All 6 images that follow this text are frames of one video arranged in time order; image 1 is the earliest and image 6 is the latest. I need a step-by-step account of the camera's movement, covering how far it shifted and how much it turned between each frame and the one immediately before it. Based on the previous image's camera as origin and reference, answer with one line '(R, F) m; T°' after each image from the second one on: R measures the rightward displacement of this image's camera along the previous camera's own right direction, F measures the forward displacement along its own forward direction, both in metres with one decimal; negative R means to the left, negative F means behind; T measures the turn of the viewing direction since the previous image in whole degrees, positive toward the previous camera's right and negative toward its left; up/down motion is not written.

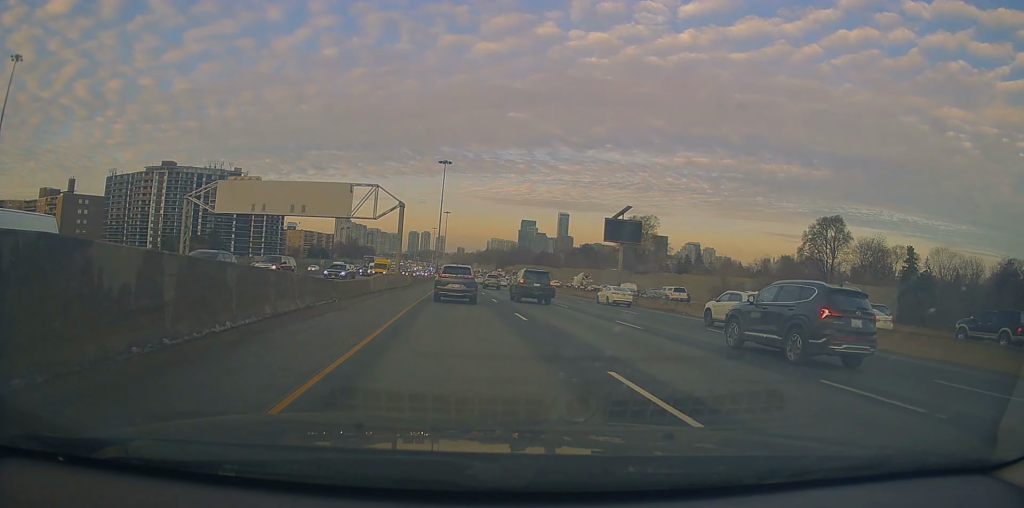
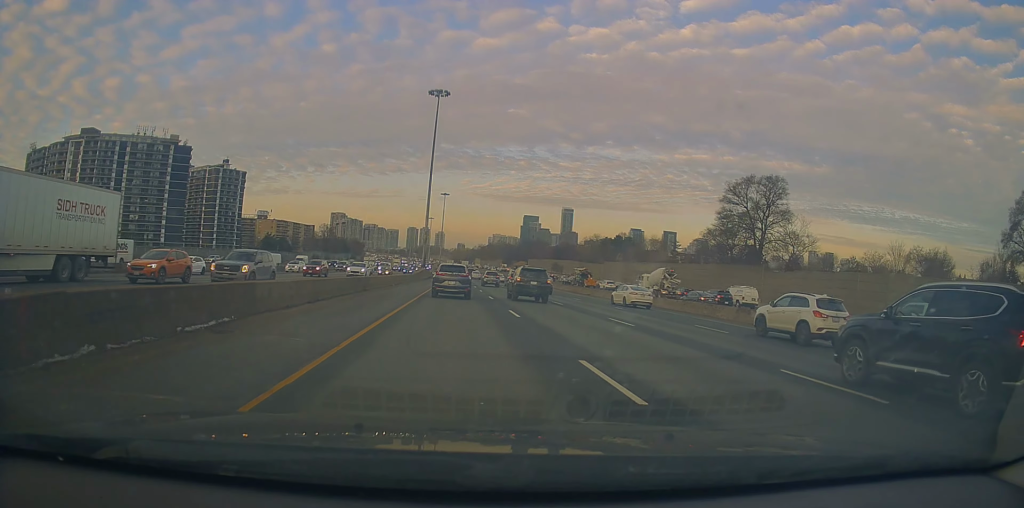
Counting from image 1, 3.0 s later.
(+0.1, +58.3) m; -1°
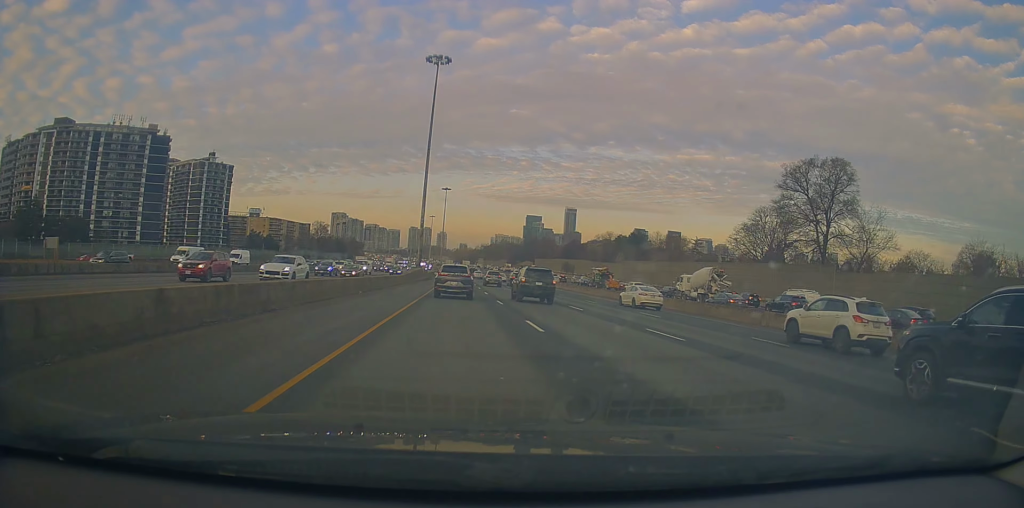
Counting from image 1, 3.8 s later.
(+0.4, +16.1) m; +2°
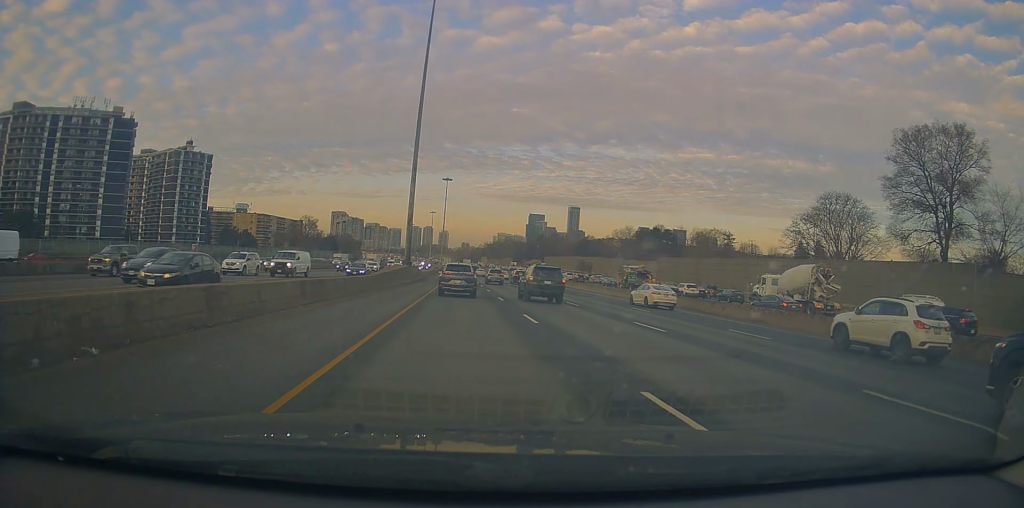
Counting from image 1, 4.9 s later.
(+0.1, +21.9) m; 0°
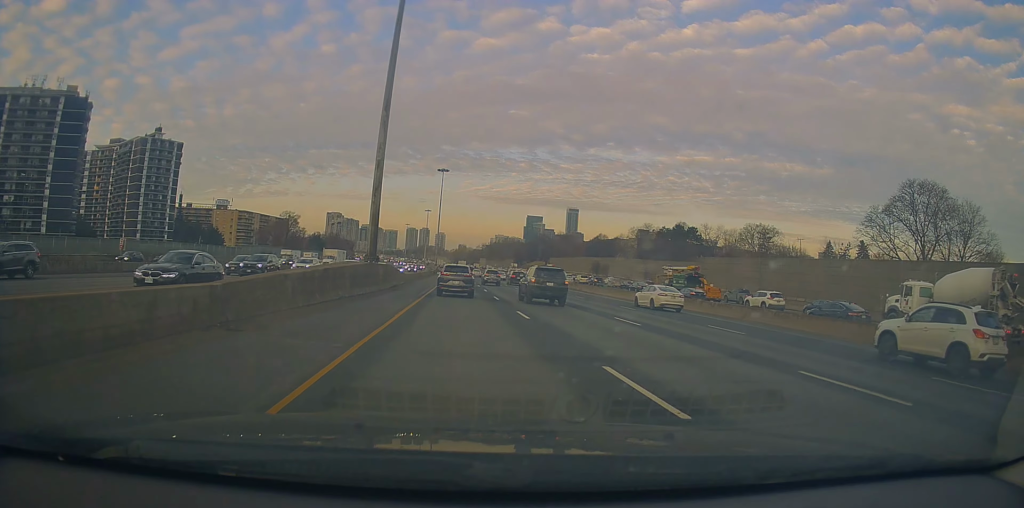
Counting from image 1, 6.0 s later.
(-0.1, +22.0) m; 0°
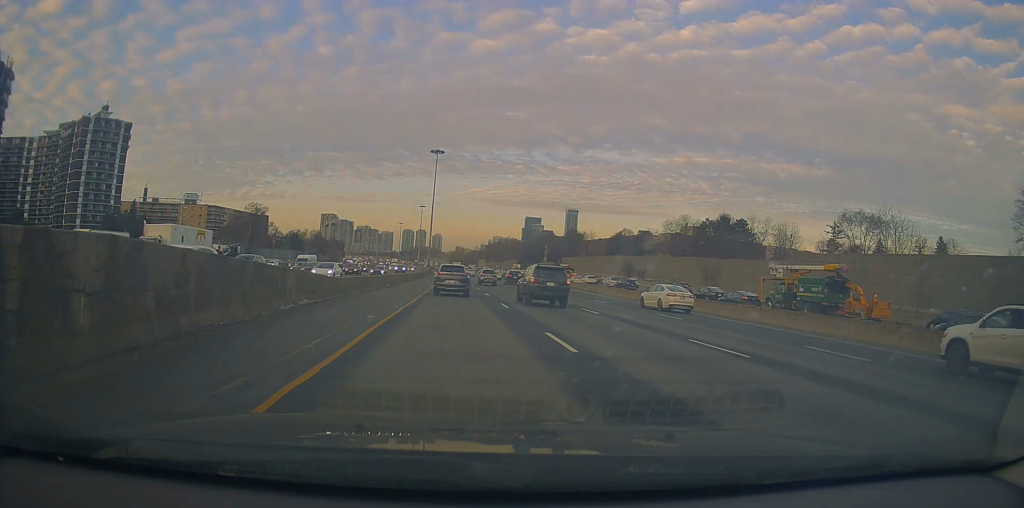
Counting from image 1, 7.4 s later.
(-0.3, +30.8) m; -2°
